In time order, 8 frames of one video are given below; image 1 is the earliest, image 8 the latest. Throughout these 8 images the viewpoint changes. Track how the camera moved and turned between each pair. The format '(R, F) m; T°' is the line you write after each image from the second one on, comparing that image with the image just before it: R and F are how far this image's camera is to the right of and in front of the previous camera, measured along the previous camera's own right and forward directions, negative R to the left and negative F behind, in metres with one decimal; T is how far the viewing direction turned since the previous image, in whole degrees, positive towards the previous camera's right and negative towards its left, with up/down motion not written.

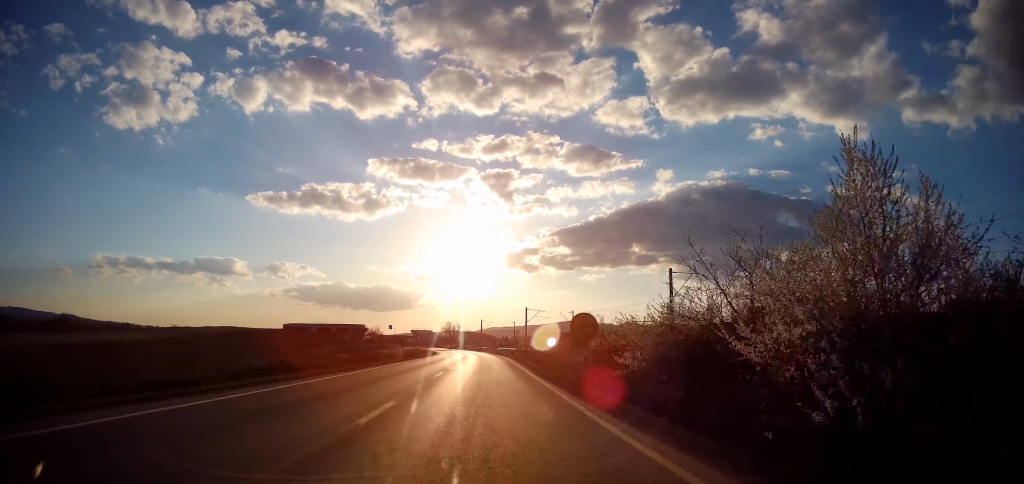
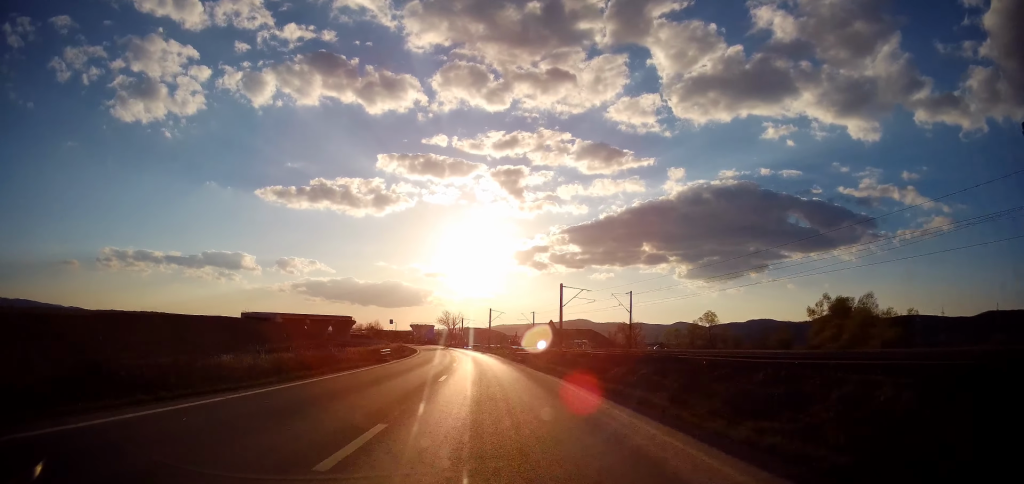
(-0.8, +39.3) m; -2°
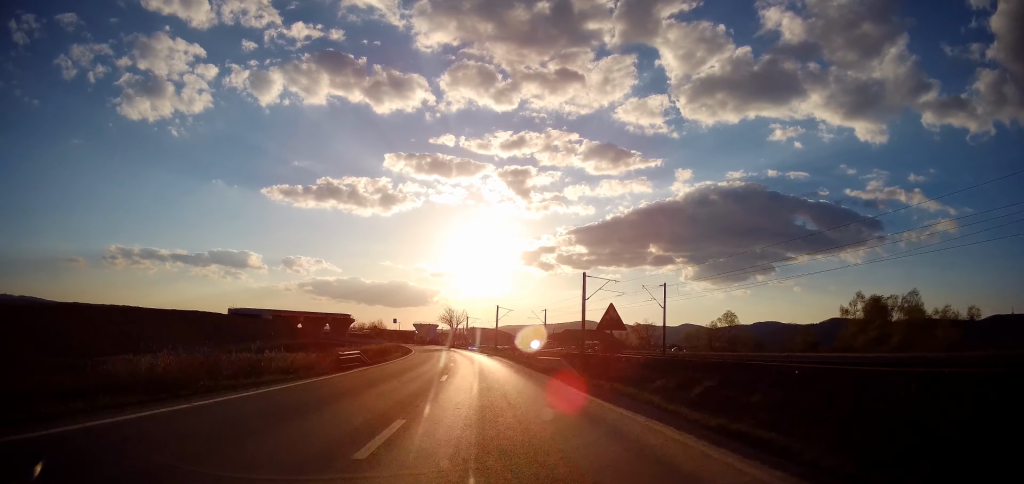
(0.0, +11.7) m; 0°
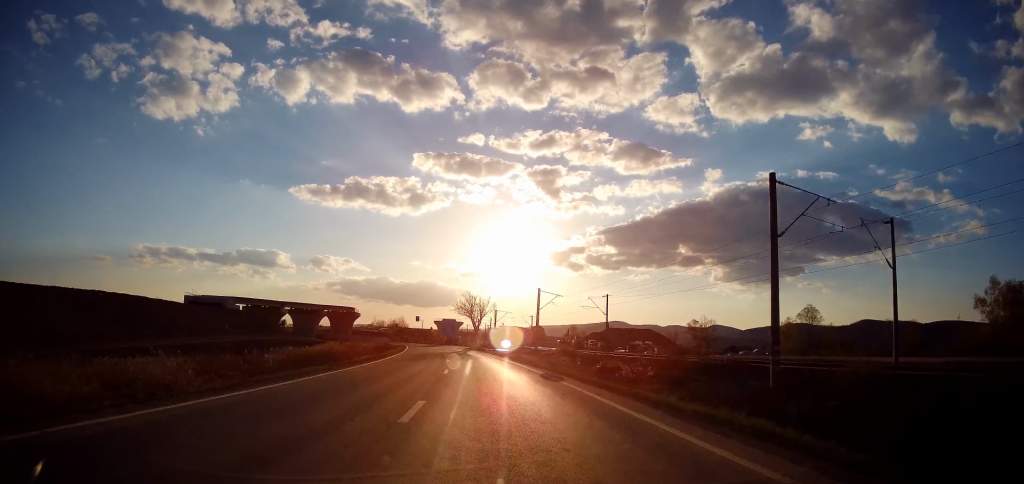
(-0.5, +35.2) m; -3°
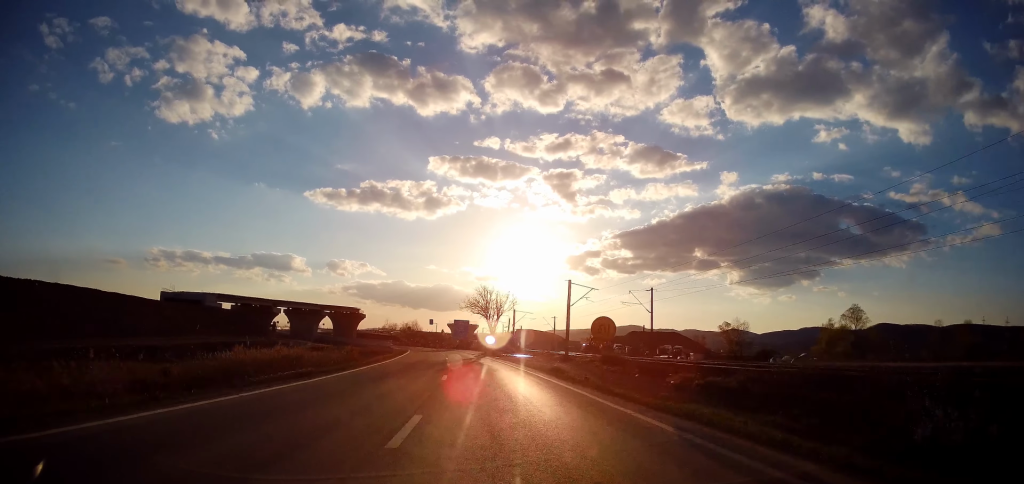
(-0.3, +14.8) m; -1°
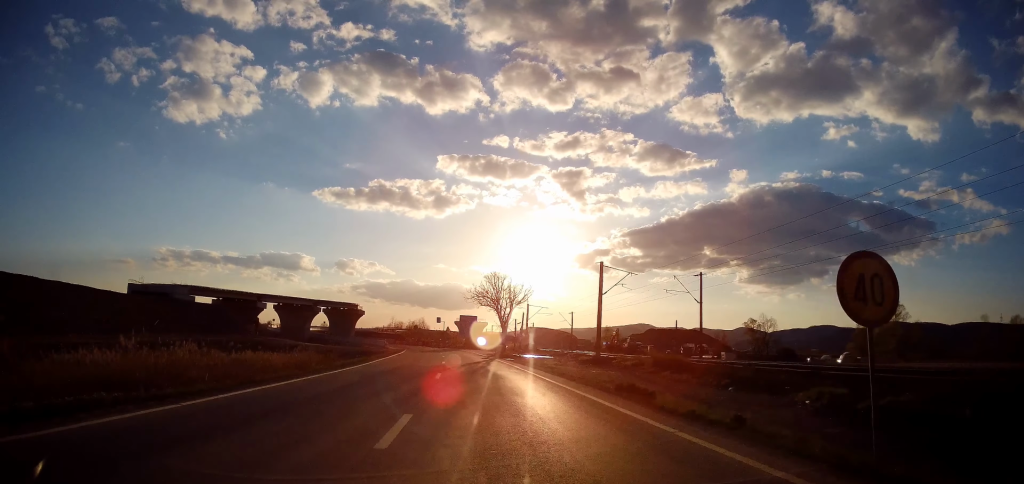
(-0.1, +13.0) m; -1°
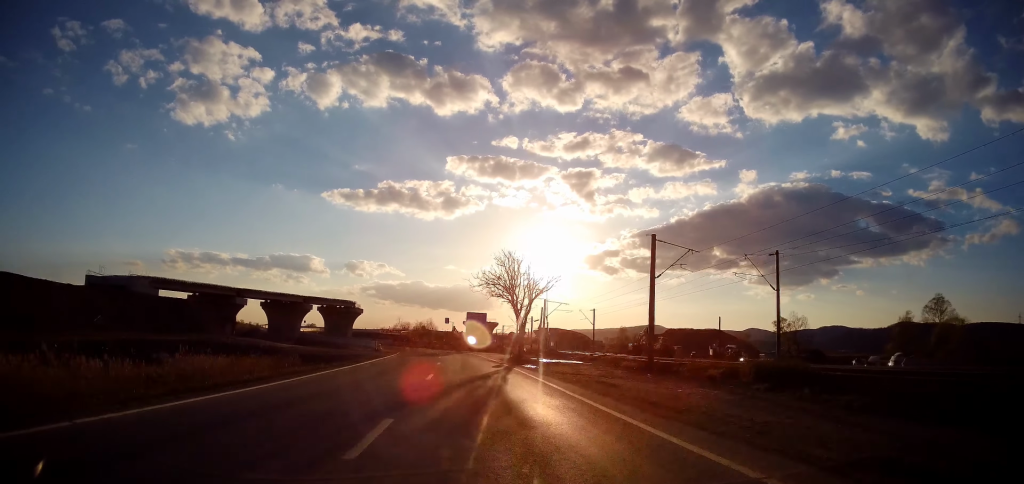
(+0.1, +13.1) m; -1°
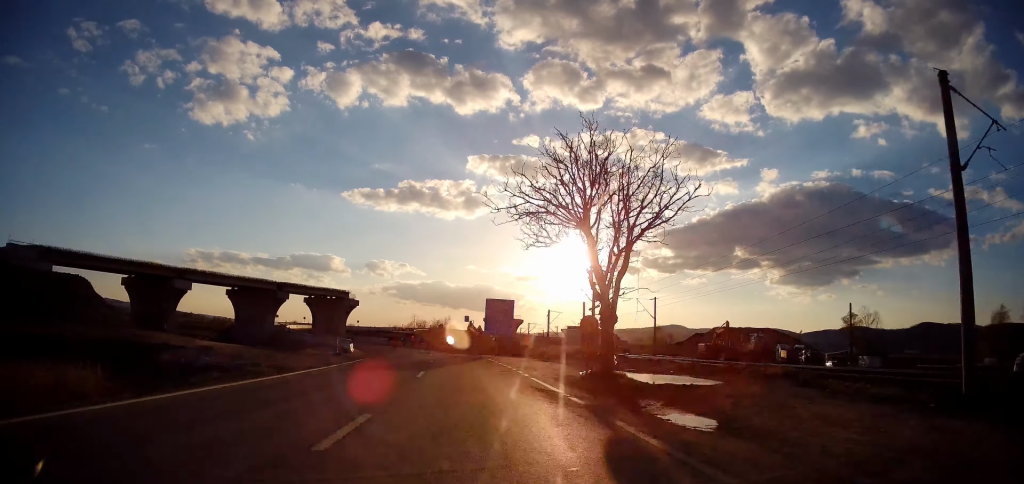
(-0.8, +25.0) m; -4°
